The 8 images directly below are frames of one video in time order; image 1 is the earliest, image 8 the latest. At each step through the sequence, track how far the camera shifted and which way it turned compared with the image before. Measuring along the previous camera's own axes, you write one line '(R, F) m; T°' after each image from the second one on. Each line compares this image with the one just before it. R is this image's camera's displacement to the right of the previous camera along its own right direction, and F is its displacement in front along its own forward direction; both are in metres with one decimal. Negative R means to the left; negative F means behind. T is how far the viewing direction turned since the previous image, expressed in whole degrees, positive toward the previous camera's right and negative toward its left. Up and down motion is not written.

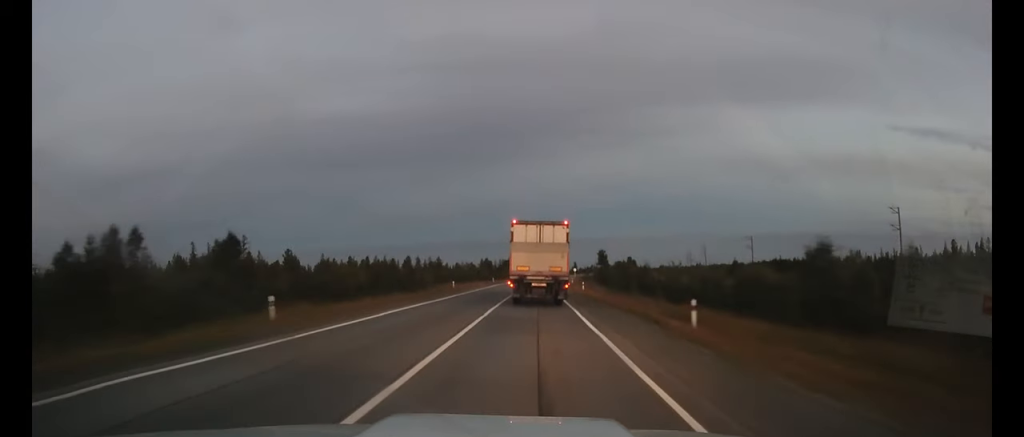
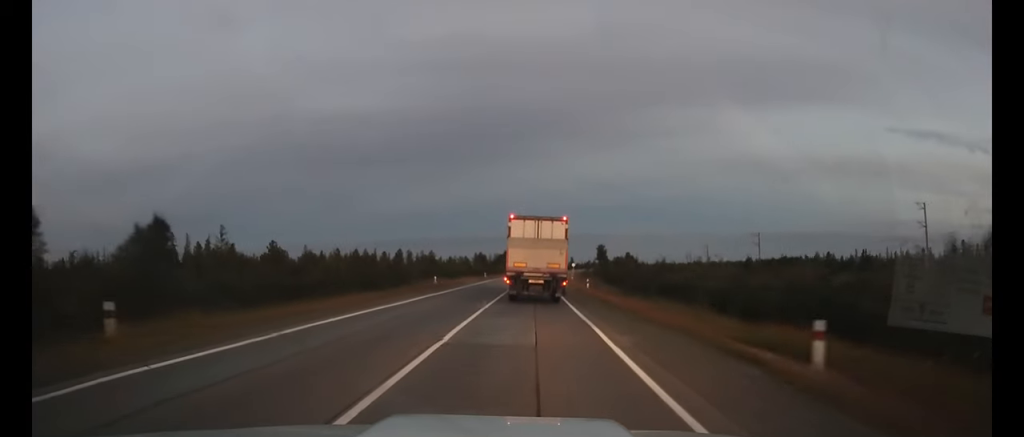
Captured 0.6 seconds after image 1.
(0.0, +8.7) m; 0°
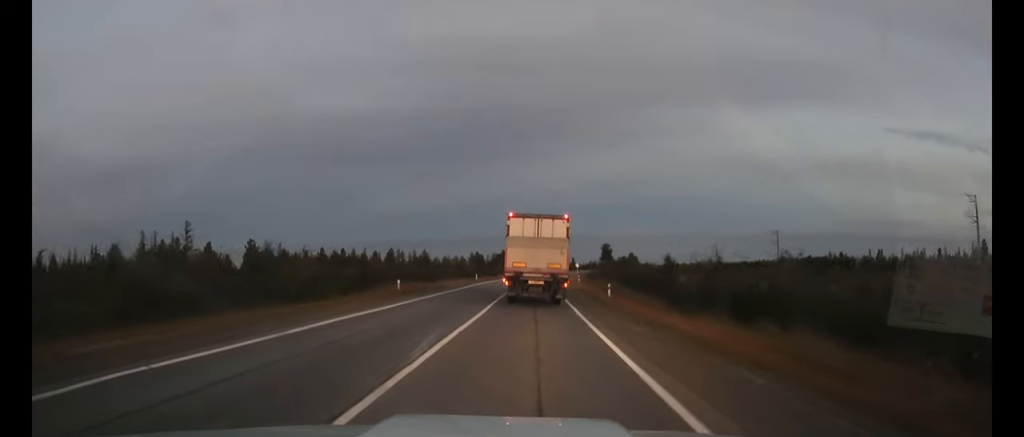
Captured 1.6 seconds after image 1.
(+0.1, +13.7) m; 0°
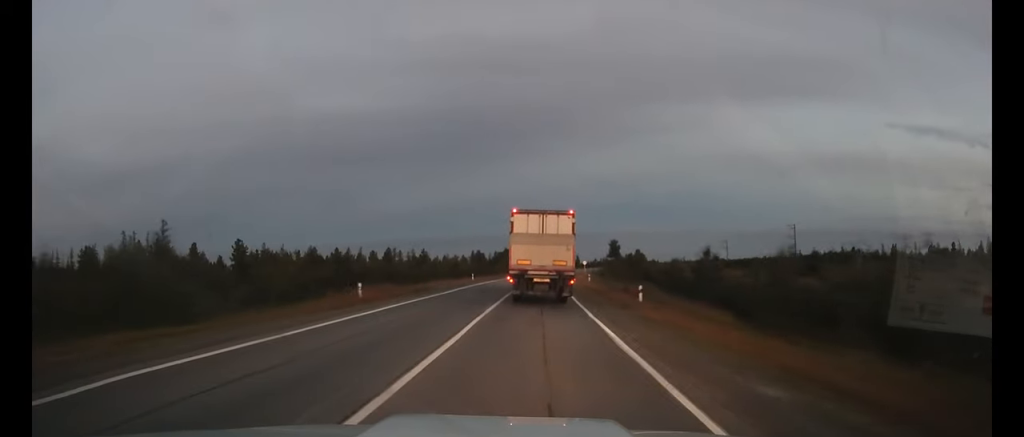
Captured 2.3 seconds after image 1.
(0.0, +9.1) m; 0°
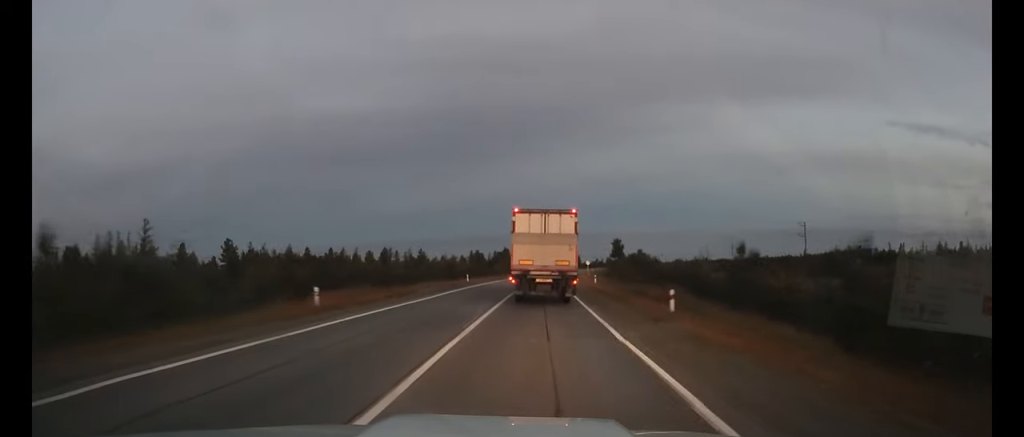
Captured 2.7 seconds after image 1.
(0.0, +5.9) m; 0°
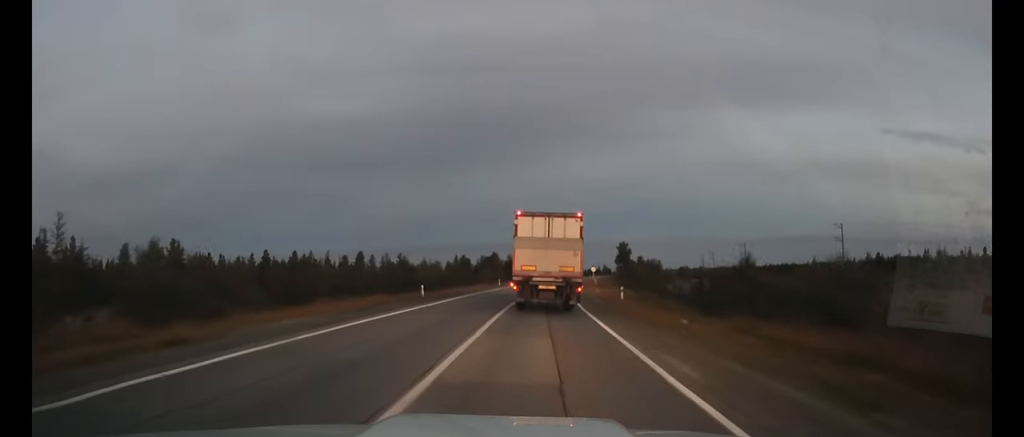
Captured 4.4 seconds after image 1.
(0.0, +22.6) m; 0°
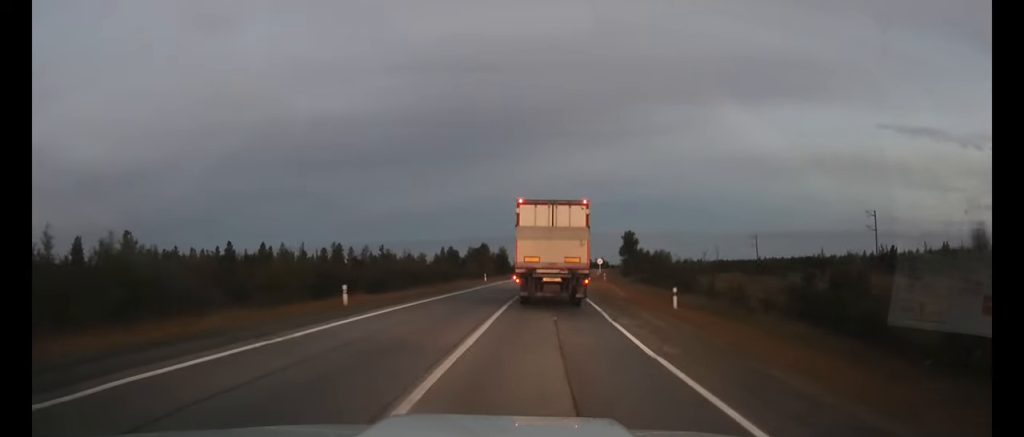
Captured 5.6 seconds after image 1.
(0.0, +15.9) m; +1°
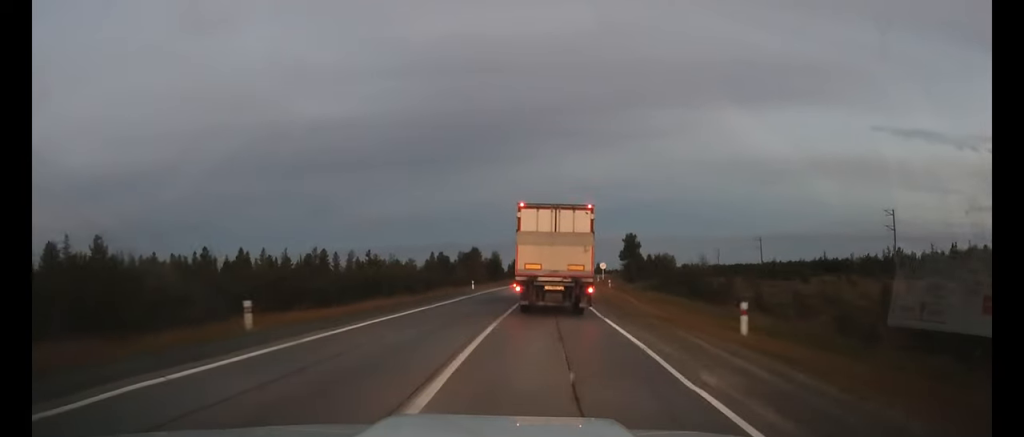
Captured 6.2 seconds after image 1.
(0.0, +8.3) m; 0°
